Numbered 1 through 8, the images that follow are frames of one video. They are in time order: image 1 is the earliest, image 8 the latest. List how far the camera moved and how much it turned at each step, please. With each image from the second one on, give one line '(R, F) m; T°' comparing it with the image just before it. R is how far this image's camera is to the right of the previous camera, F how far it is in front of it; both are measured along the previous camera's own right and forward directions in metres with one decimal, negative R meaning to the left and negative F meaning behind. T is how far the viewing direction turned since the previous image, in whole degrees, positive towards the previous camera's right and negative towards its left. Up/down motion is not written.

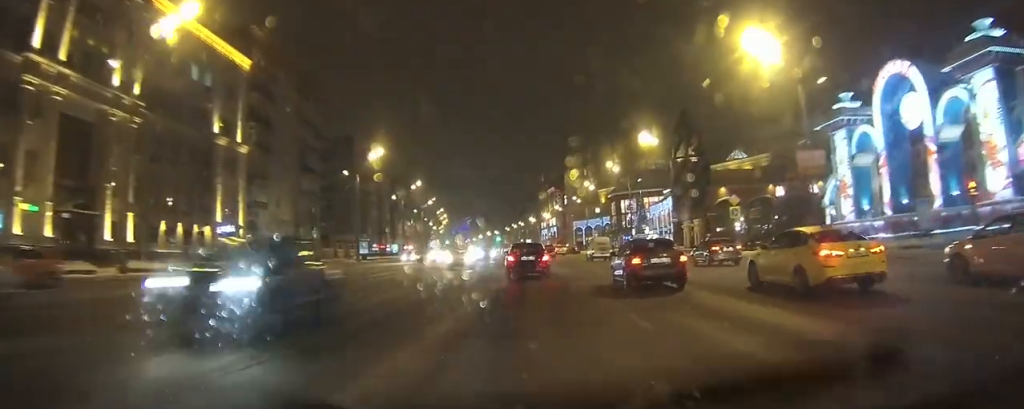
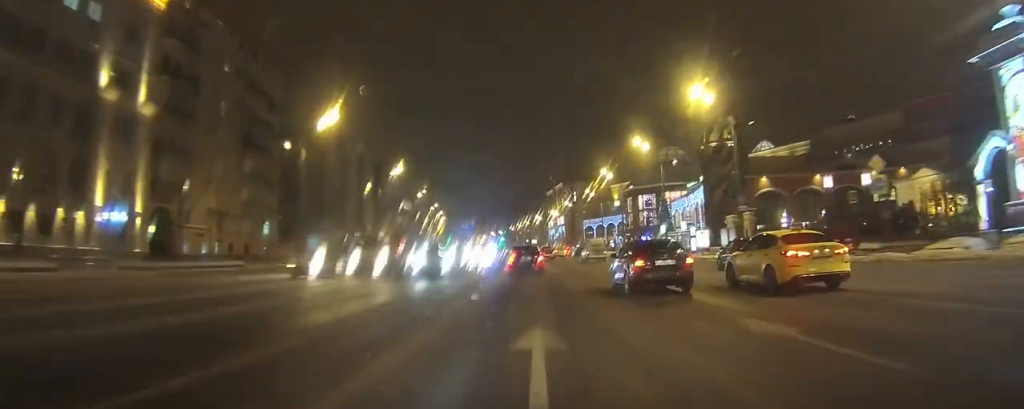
(-0.1, +15.3) m; -1°
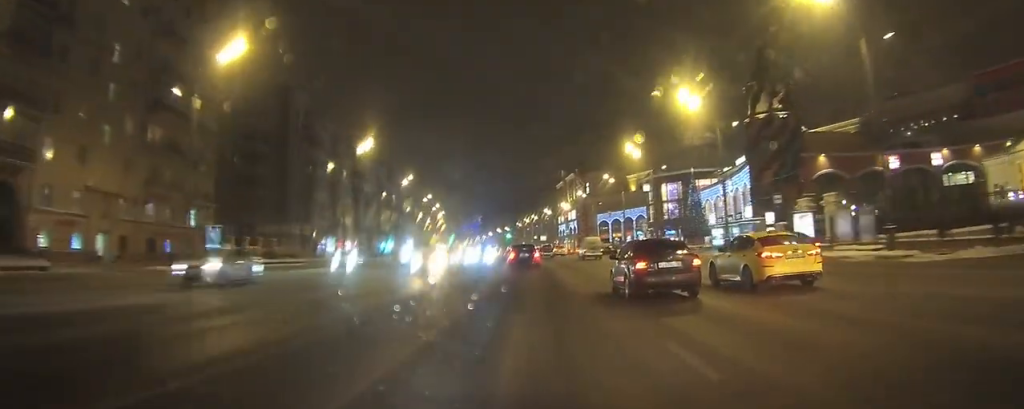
(0.0, +16.1) m; 0°
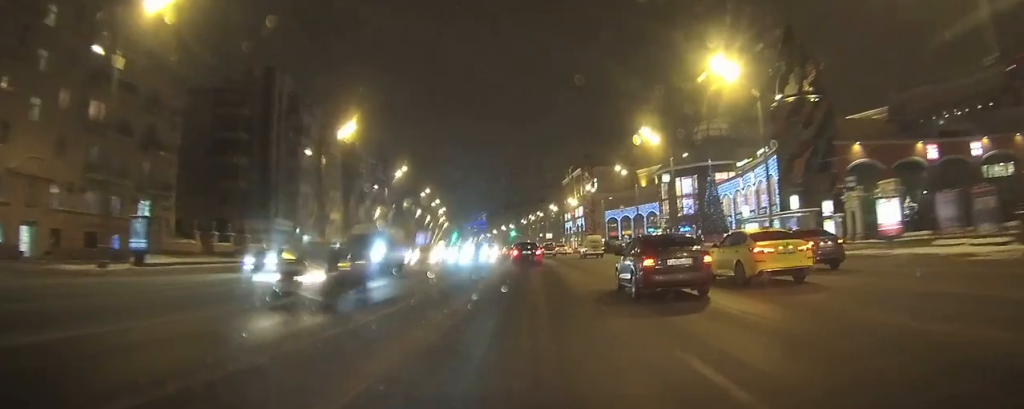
(0.0, +8.4) m; 0°
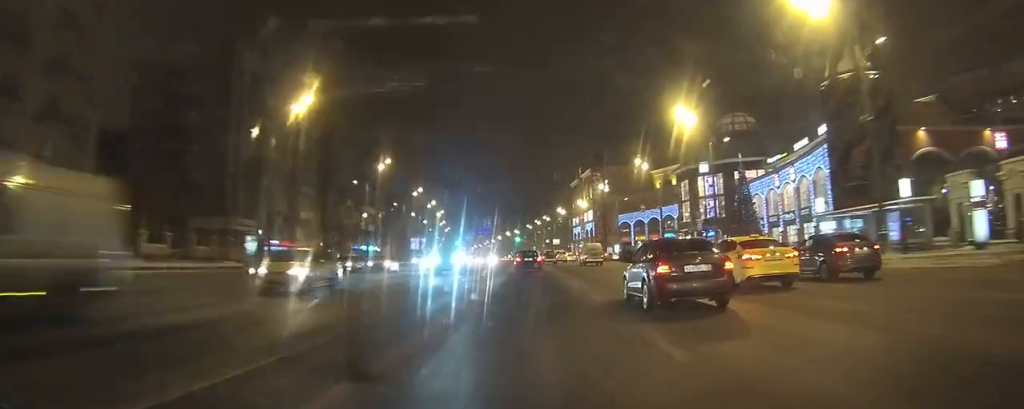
(-0.1, +14.9) m; -1°
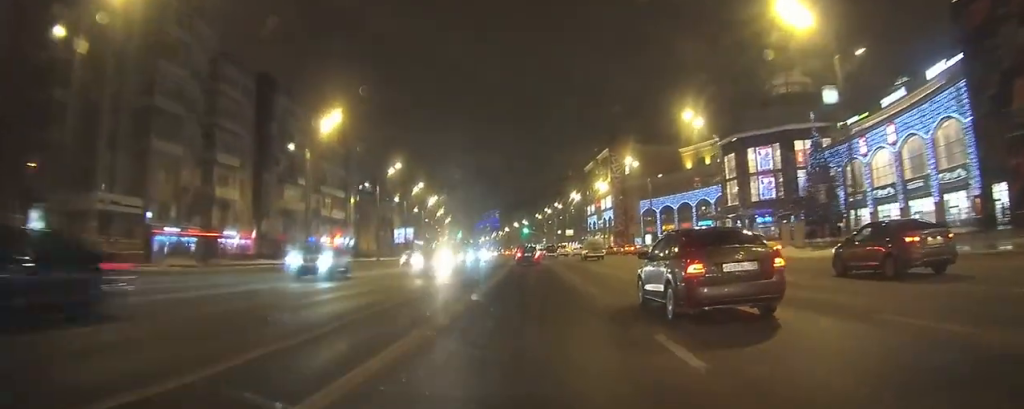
(-0.2, +30.3) m; -1°
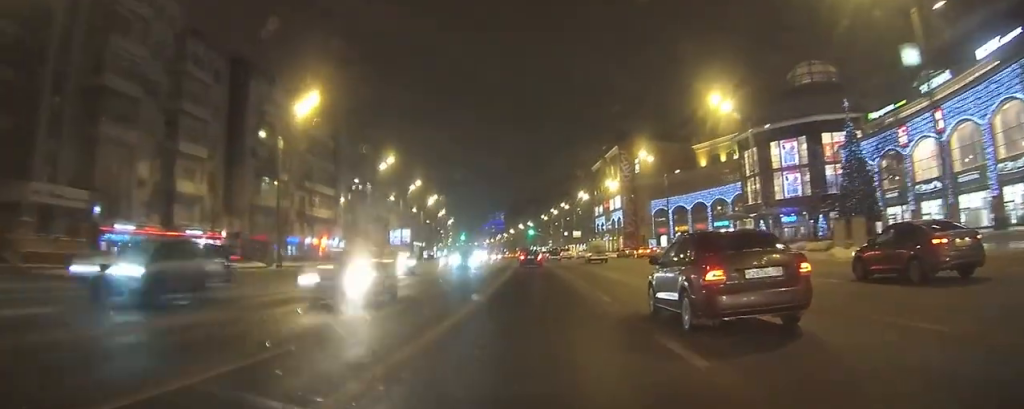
(-0.1, +9.3) m; 0°
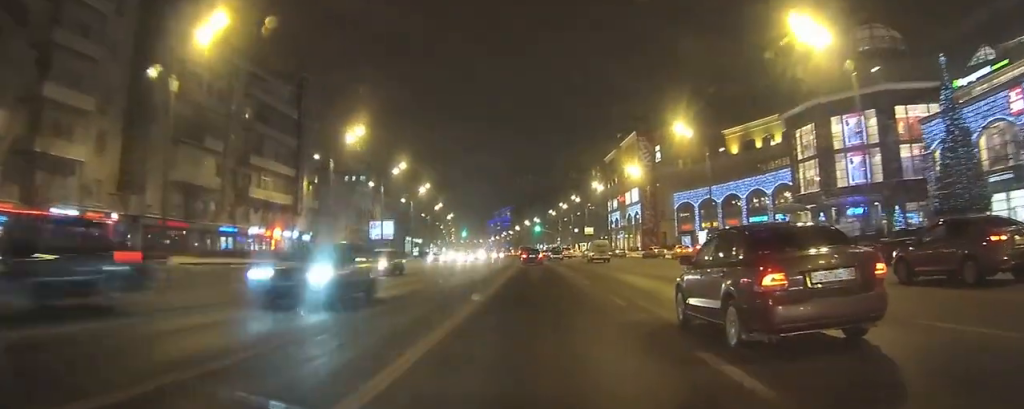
(-0.2, +20.2) m; -1°
